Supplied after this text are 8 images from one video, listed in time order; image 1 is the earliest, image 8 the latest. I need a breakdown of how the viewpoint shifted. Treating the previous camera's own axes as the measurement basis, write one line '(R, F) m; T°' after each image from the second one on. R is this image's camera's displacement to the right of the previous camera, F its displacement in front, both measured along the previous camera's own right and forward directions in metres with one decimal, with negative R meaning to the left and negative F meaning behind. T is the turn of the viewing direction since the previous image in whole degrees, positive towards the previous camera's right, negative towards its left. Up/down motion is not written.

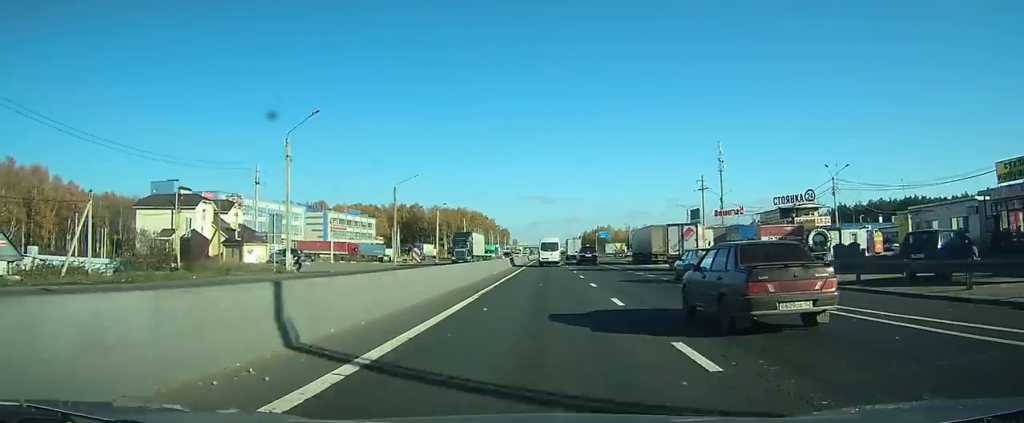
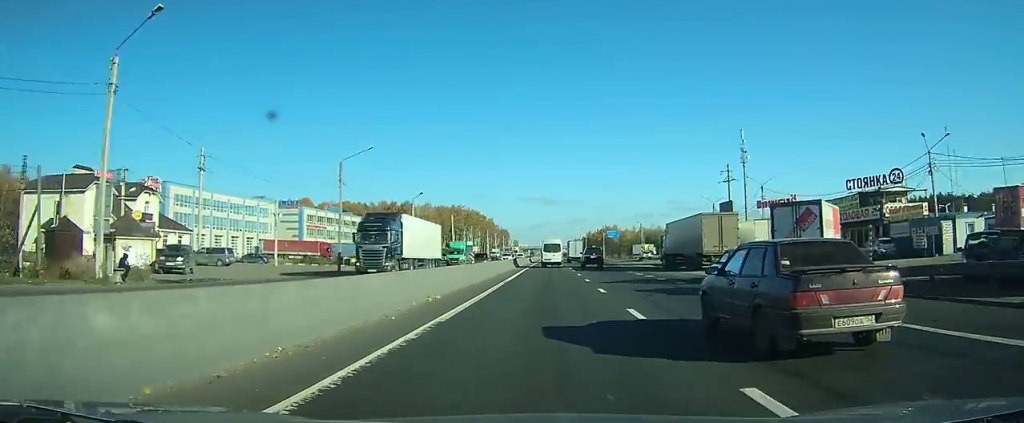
(0.0, +19.1) m; 0°
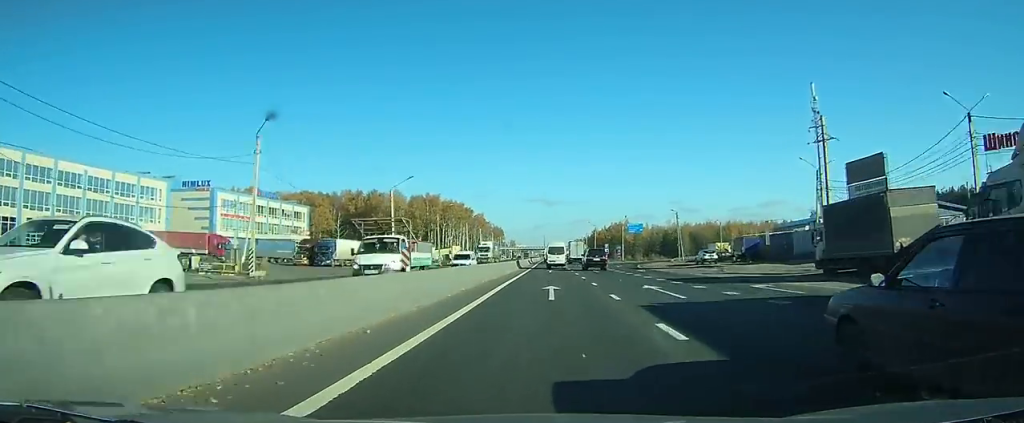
(-0.1, +42.3) m; 0°
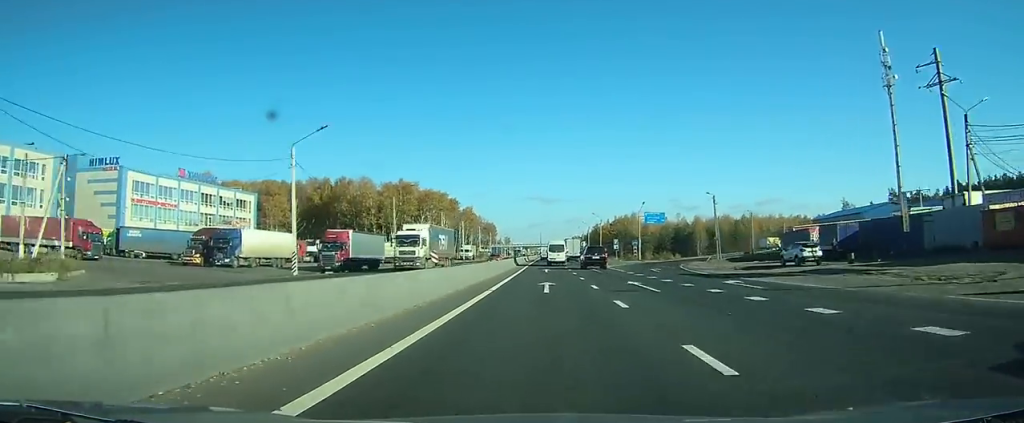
(+0.1, +25.7) m; +1°
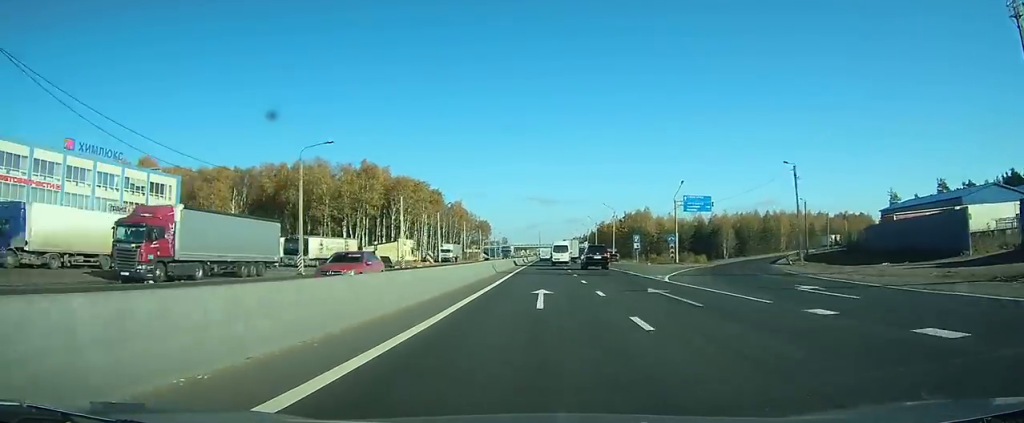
(+0.2, +27.2) m; 0°
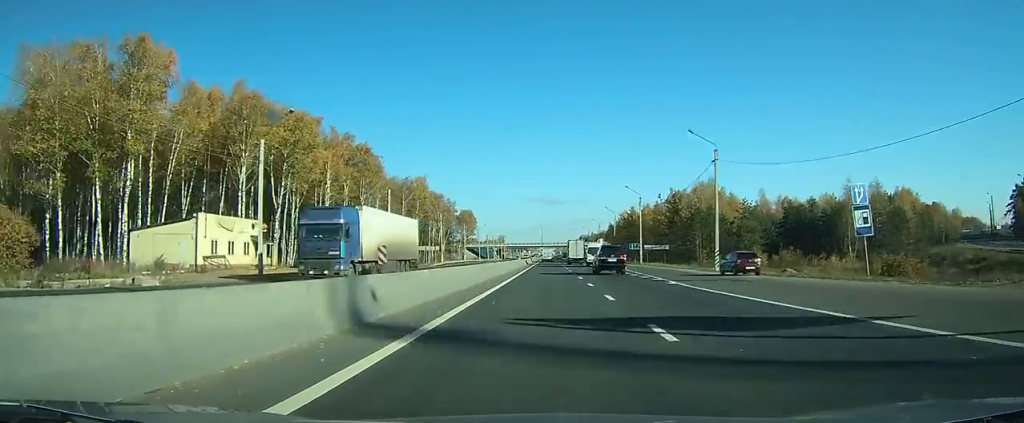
(-0.1, +68.3) m; 0°
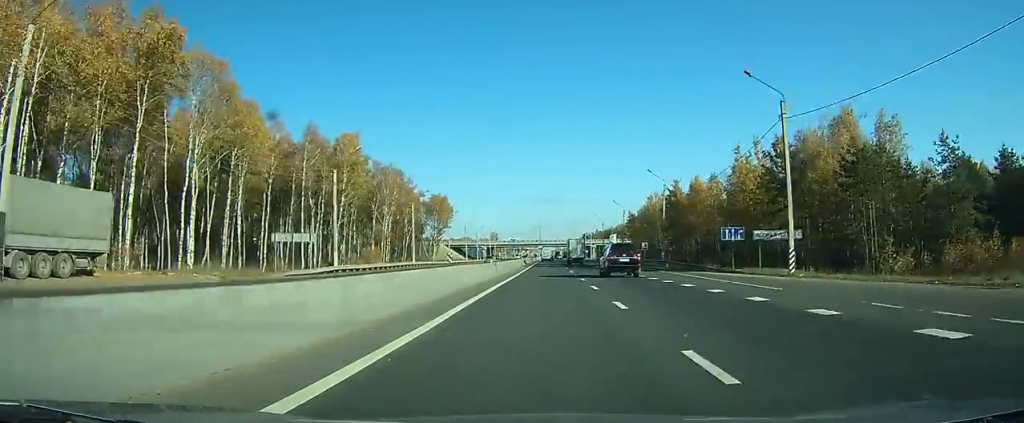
(0.0, +51.2) m; 0°
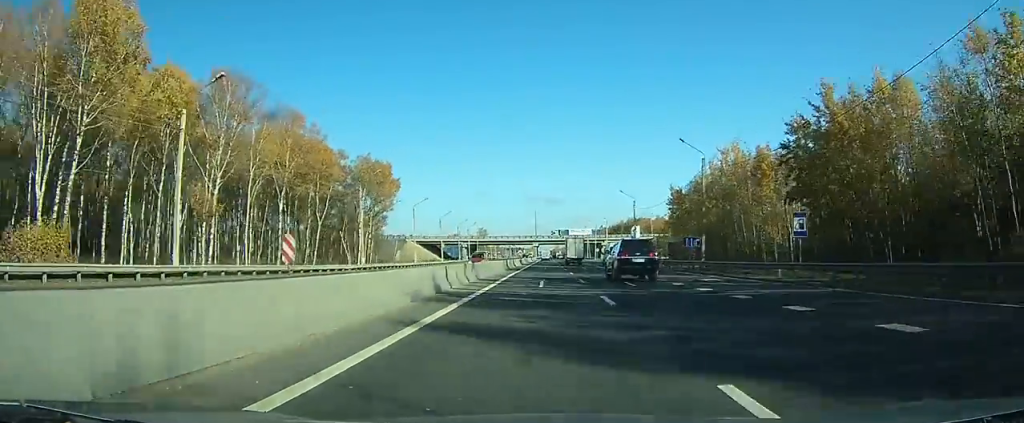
(-0.1, +53.0) m; 0°
